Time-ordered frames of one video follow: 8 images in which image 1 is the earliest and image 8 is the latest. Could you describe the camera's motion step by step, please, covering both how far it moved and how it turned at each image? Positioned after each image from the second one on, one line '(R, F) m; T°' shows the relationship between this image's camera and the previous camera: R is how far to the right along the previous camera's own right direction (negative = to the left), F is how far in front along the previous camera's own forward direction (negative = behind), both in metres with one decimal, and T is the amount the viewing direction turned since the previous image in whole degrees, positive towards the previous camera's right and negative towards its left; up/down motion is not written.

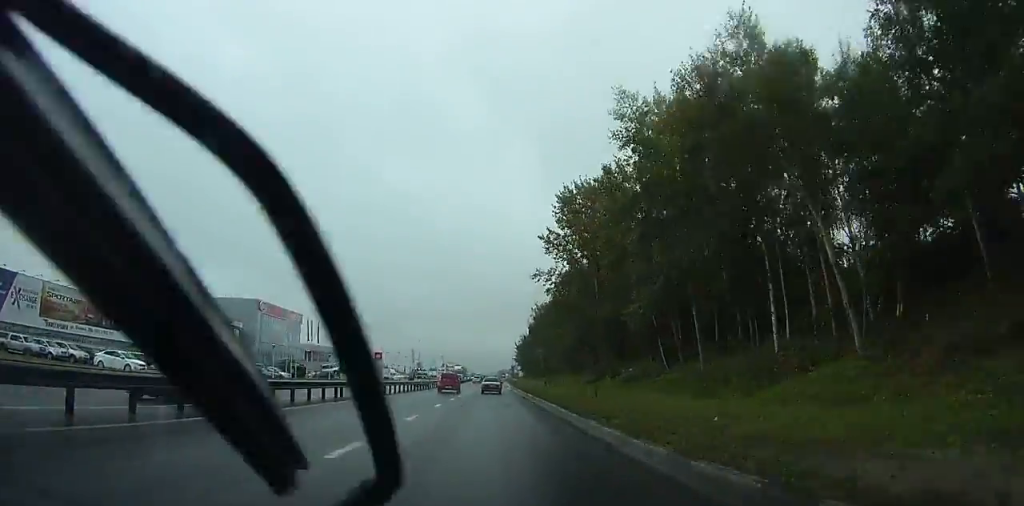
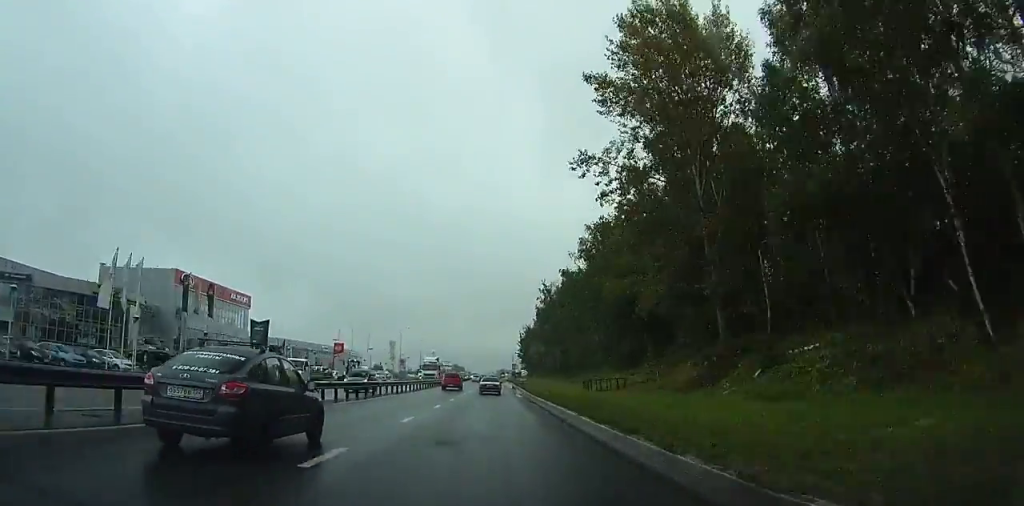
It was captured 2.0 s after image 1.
(+0.1, +32.5) m; +1°
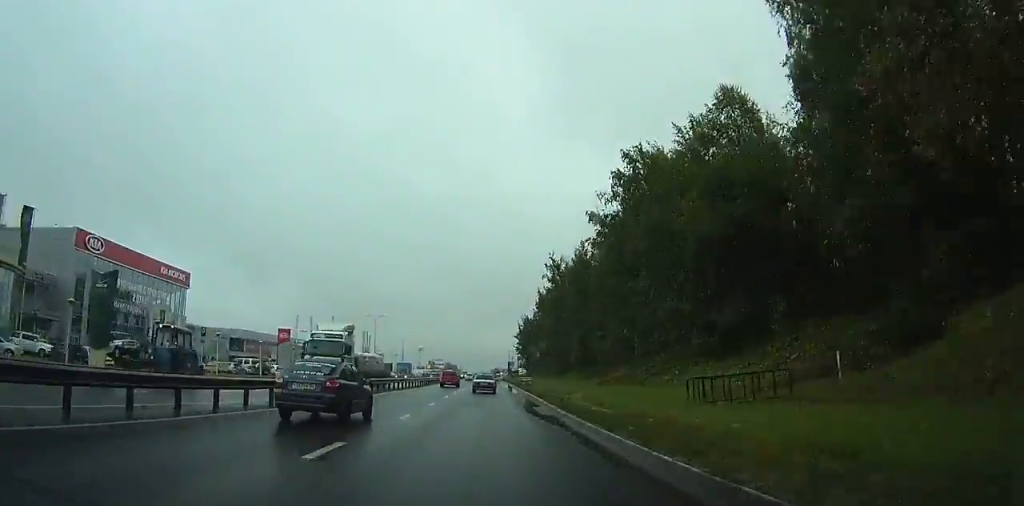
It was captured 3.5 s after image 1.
(+0.2, +23.5) m; +1°
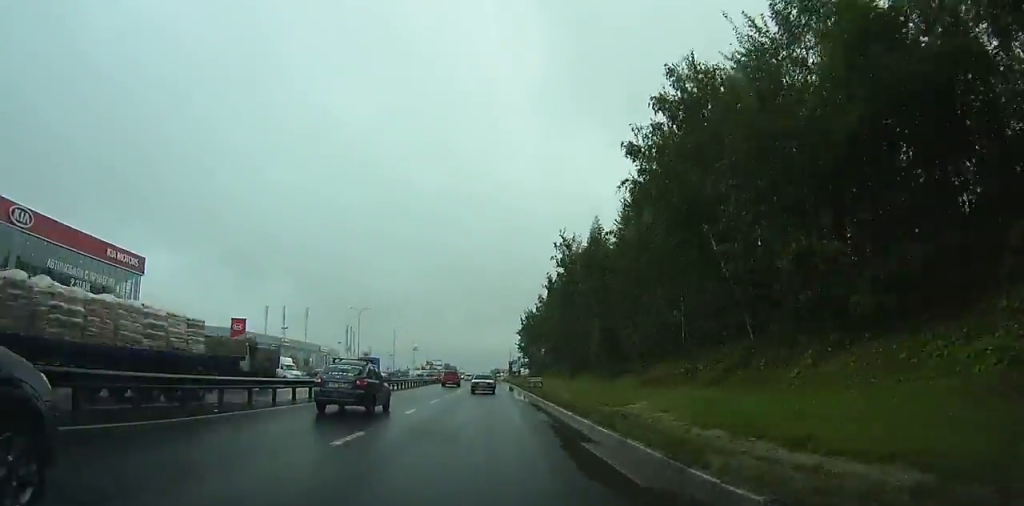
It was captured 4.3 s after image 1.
(0.0, +13.7) m; 0°
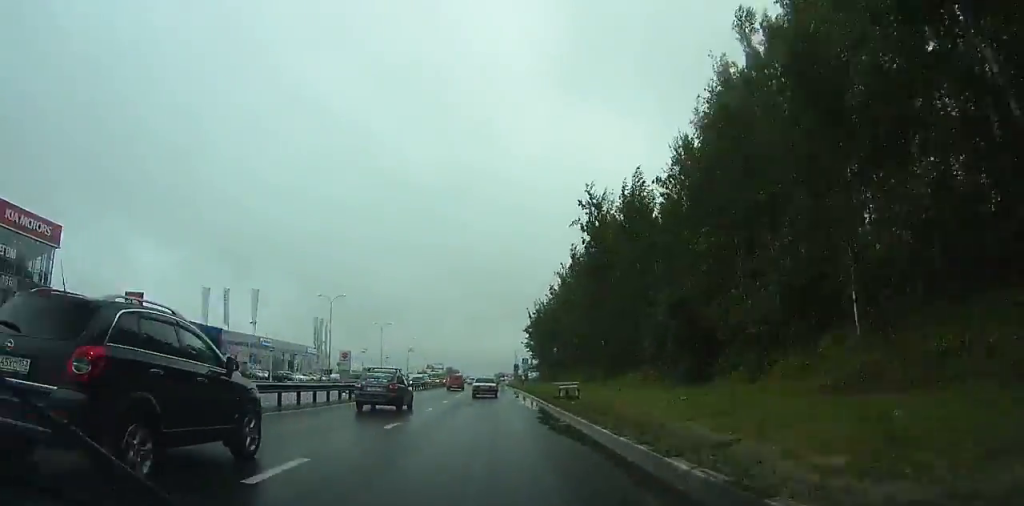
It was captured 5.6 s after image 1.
(0.0, +20.0) m; 0°
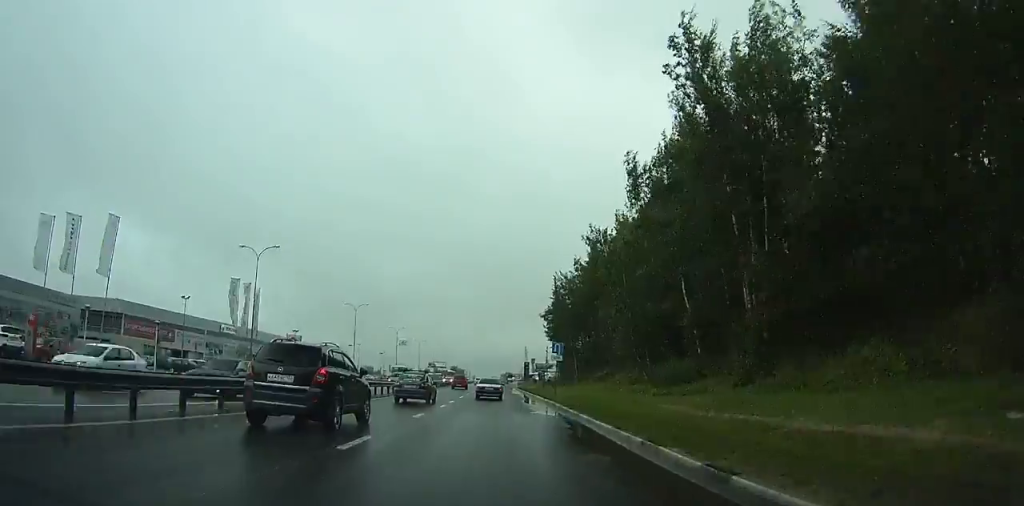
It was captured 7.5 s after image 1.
(-0.1, +29.1) m; 0°
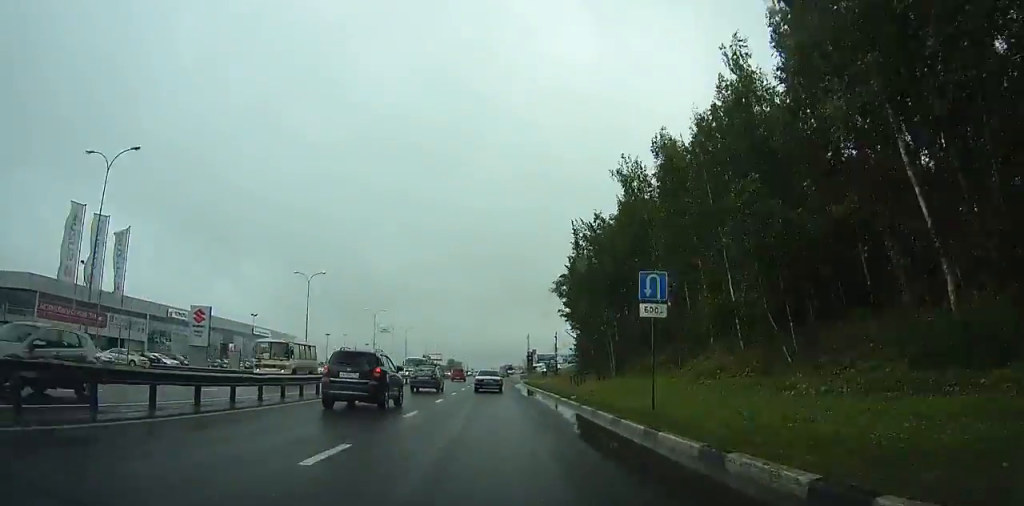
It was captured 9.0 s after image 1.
(-0.1, +23.5) m; 0°
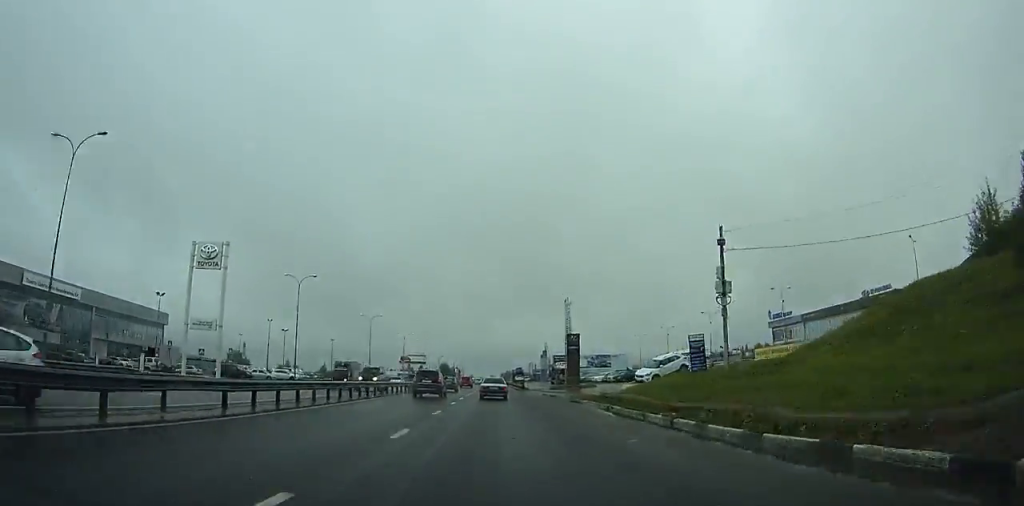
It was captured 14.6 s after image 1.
(-0.8, +84.1) m; -1°
